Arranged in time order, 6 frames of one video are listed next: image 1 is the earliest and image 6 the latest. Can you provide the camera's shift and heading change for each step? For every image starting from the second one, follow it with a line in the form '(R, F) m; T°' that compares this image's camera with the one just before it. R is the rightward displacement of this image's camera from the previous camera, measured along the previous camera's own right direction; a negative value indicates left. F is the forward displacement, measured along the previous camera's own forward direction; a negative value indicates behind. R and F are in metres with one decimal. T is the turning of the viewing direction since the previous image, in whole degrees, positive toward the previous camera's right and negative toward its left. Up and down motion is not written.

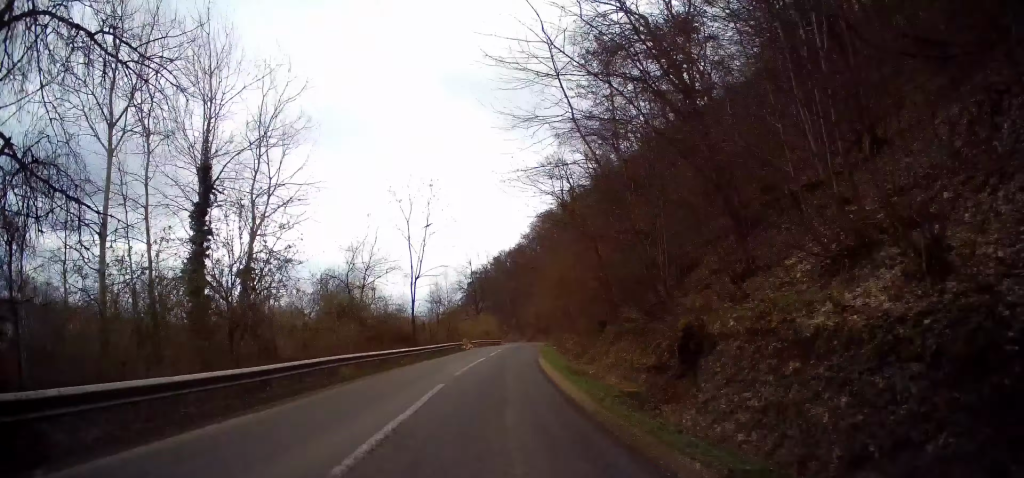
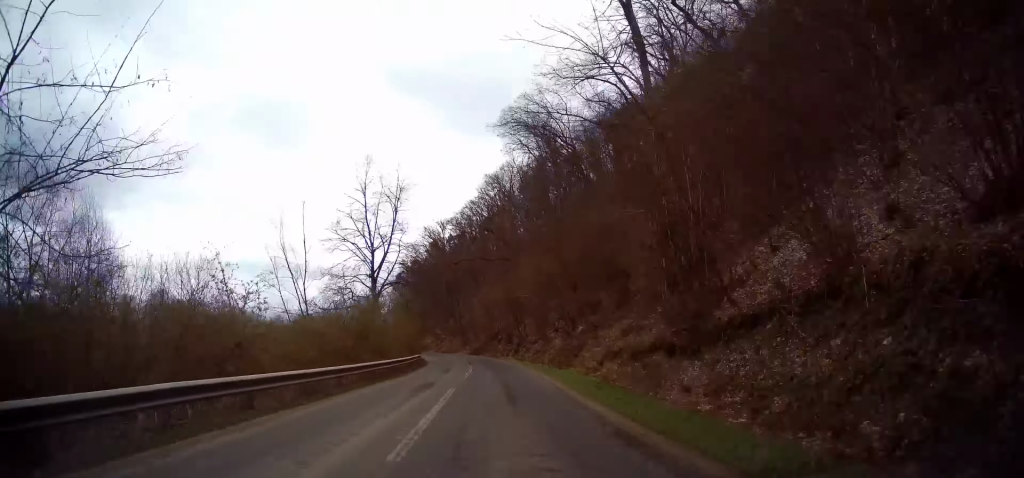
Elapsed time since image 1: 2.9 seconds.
(+3.8, +62.2) m; +6°
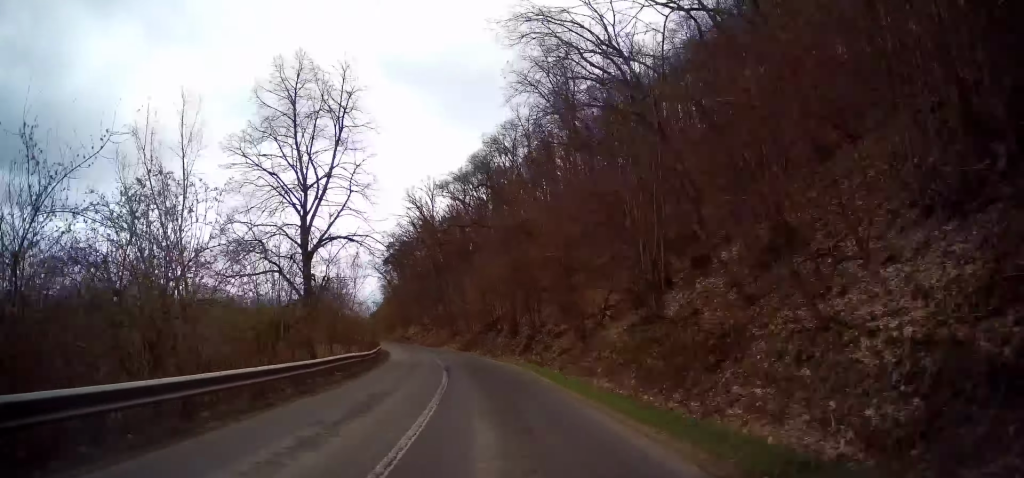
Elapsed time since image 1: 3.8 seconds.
(+0.1, +17.2) m; -1°
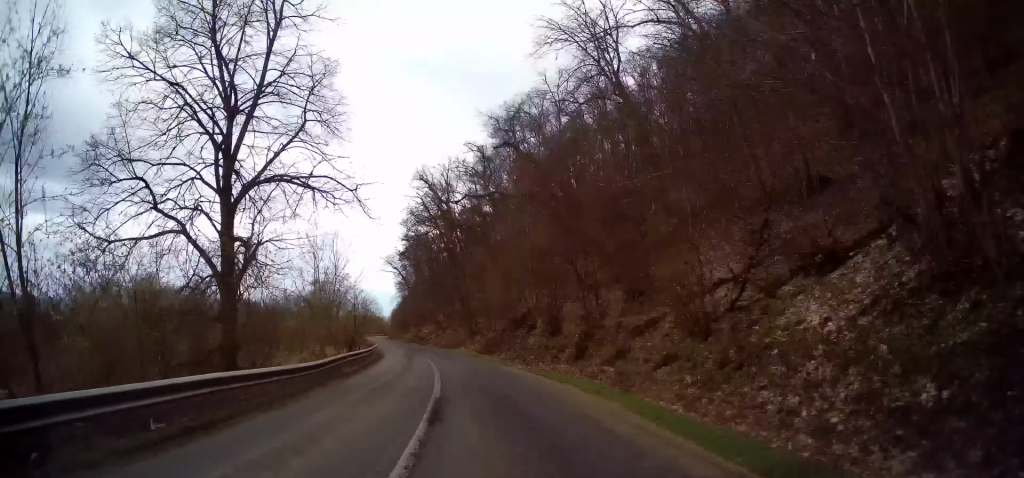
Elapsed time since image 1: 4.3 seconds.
(+0.2, +11.7) m; -2°
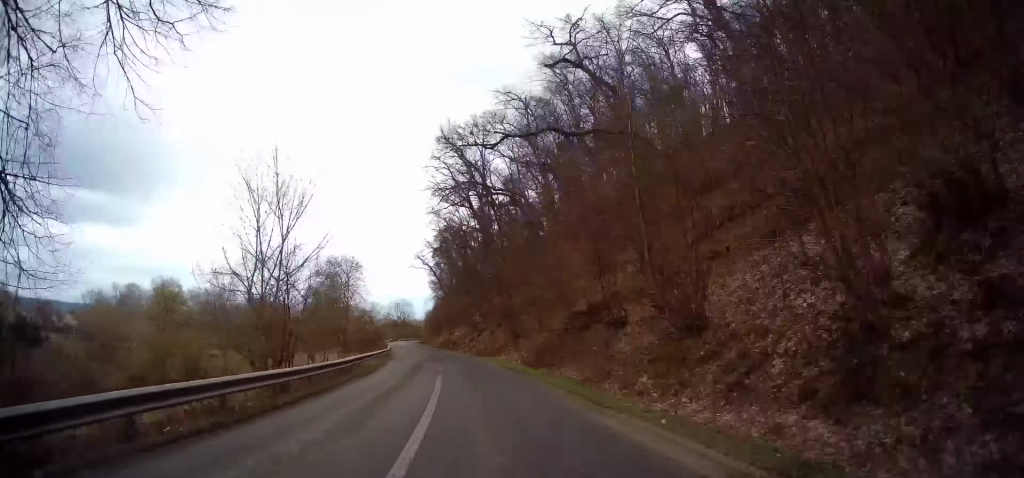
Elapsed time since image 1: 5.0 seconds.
(-0.7, +14.5) m; -4°
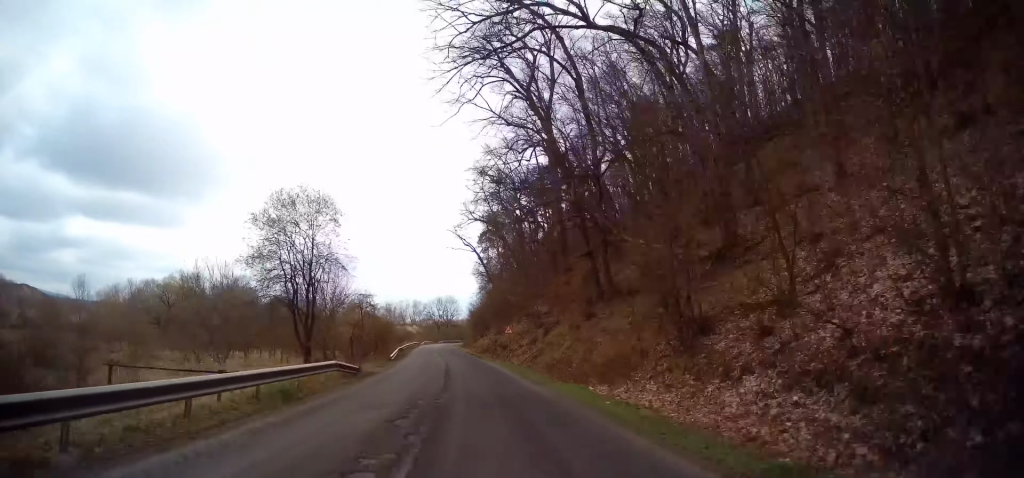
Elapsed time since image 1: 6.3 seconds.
(-1.3, +25.8) m; -5°
